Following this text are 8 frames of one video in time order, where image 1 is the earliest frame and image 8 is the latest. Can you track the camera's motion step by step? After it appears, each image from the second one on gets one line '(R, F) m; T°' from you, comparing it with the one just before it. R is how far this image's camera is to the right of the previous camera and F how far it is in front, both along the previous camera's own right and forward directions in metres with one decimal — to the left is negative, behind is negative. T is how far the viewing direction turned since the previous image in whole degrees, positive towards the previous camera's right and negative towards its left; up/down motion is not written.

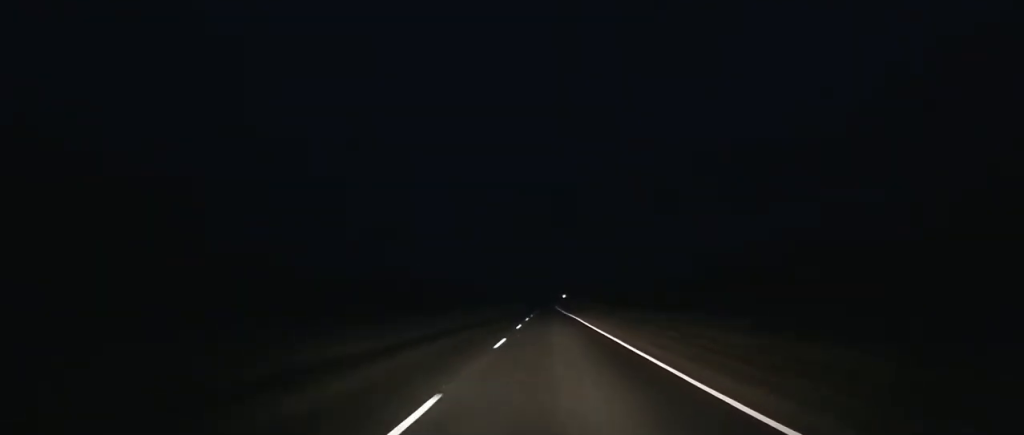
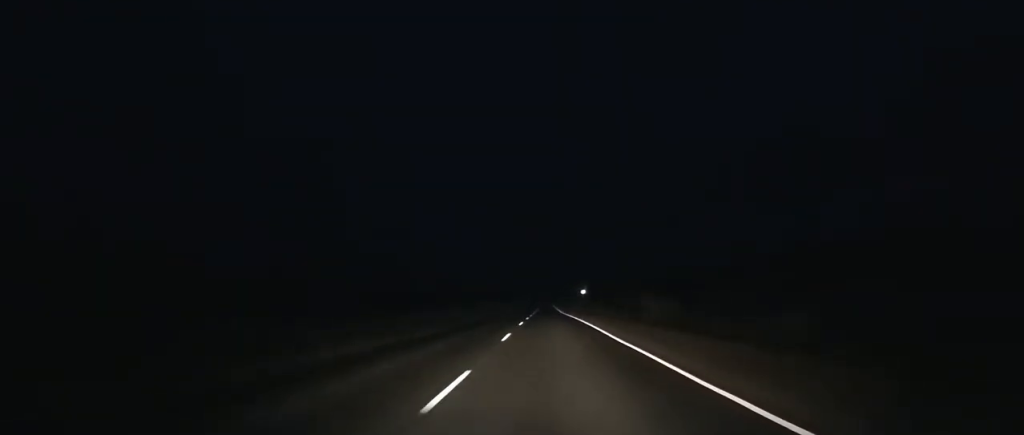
(-0.1, +145.2) m; 0°
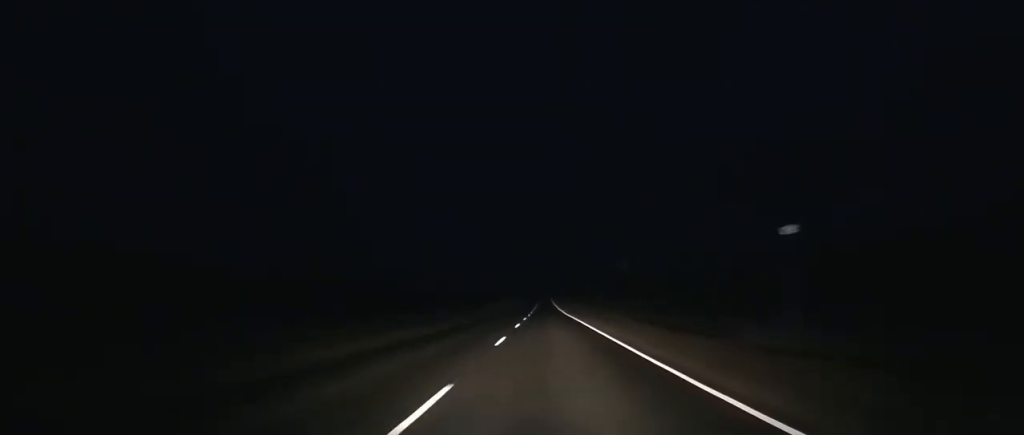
(0.0, +99.0) m; 0°
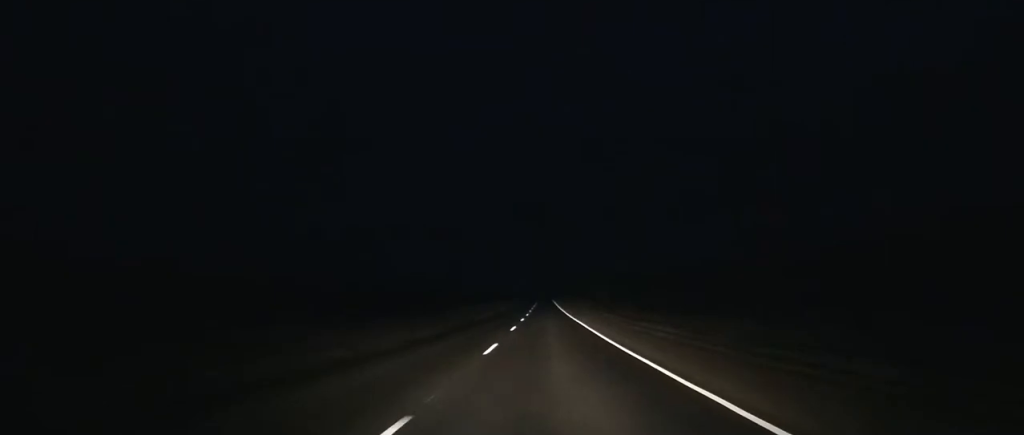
(+0.1, +38.0) m; 0°
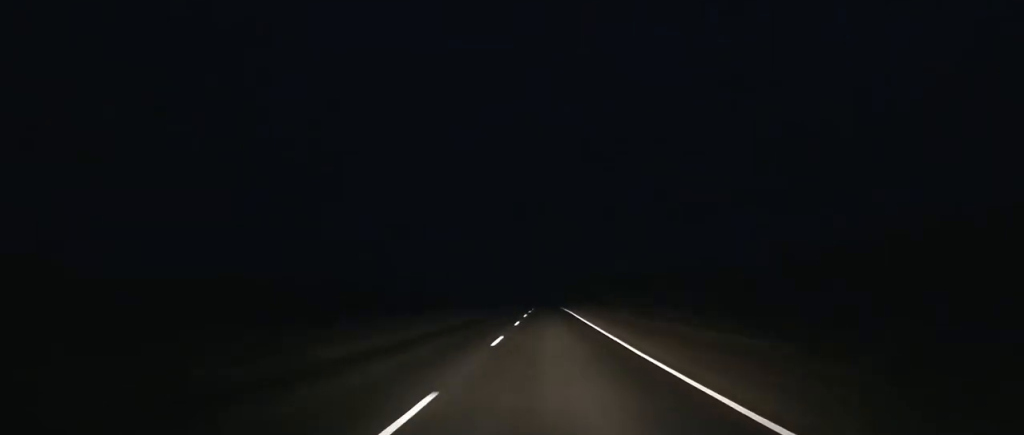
(-0.2, +67.9) m; 0°
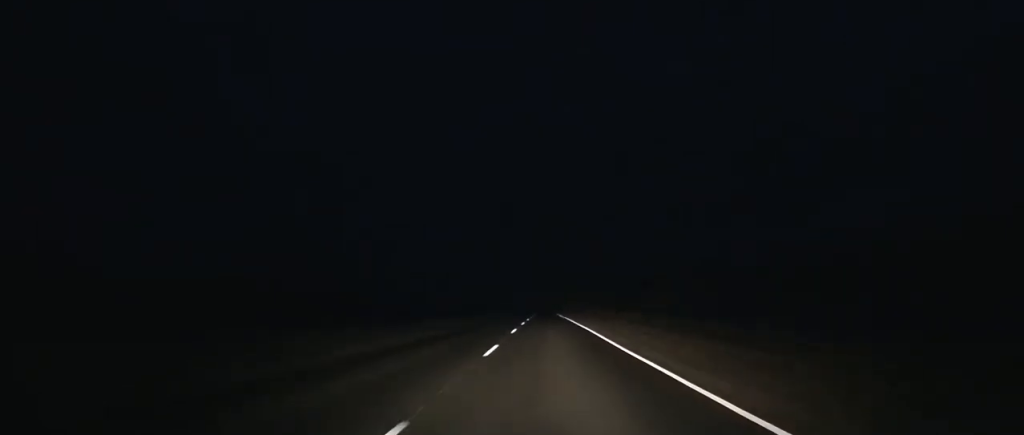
(+0.1, +58.6) m; 0°
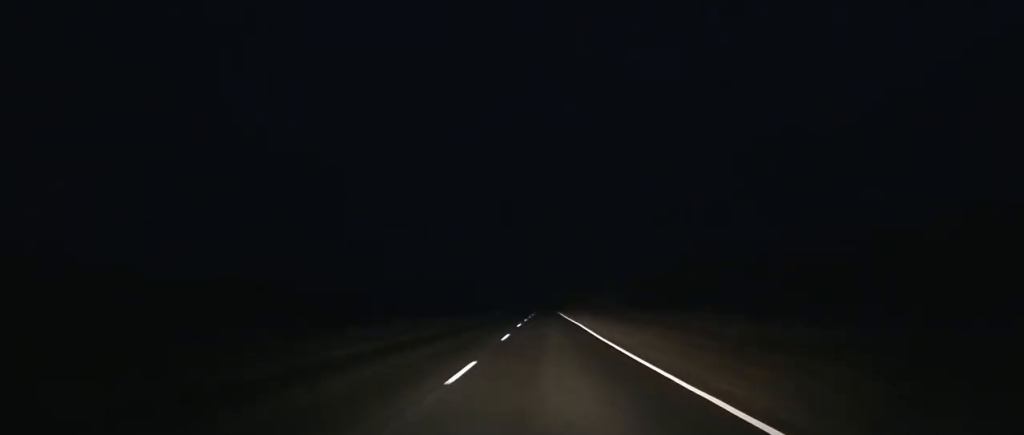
(+0.1, +52.3) m; 0°
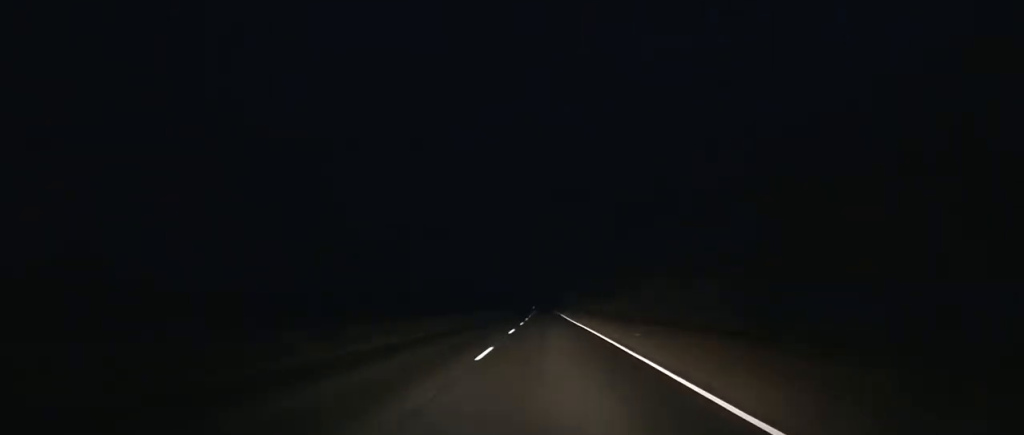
(-0.2, +143.2) m; 0°
